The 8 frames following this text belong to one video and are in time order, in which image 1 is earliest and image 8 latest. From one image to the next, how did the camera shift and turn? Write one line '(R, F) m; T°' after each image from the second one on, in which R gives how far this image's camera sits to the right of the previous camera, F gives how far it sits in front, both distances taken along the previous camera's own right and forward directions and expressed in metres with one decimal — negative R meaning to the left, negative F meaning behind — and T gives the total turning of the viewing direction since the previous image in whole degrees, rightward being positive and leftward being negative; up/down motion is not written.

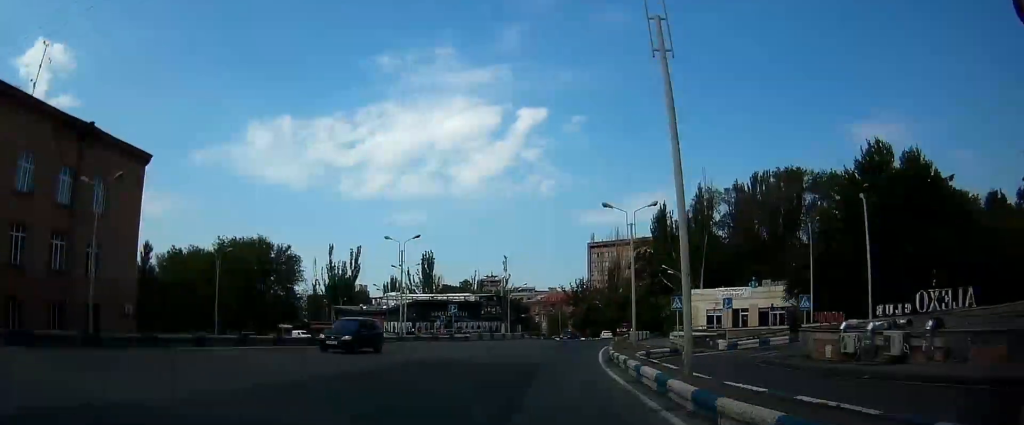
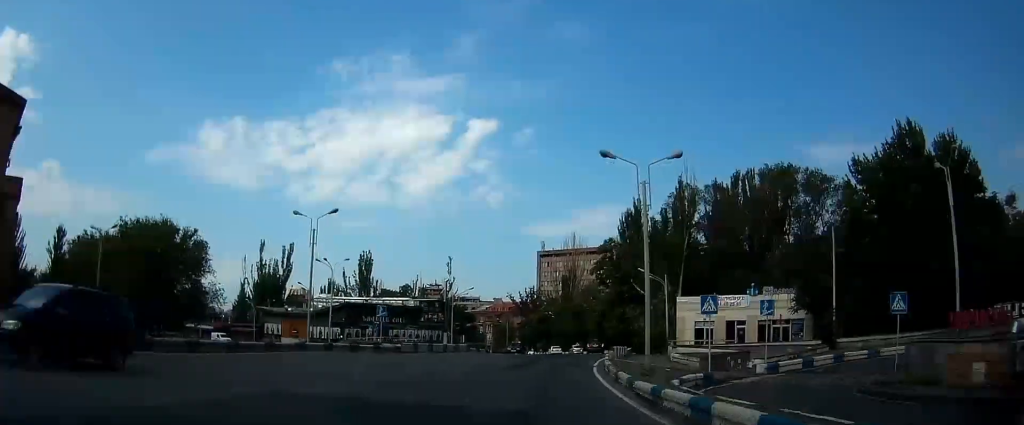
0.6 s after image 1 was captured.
(+0.3, +11.8) m; +4°
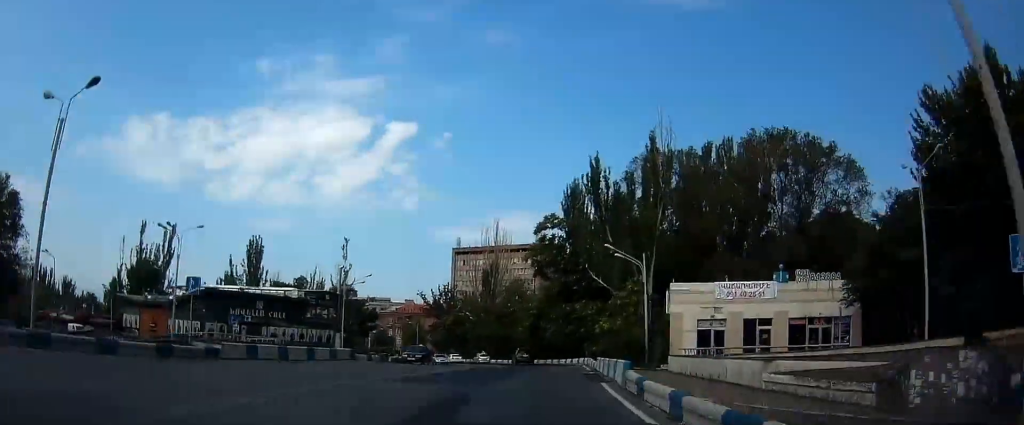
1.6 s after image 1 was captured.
(+1.1, +18.2) m; +6°
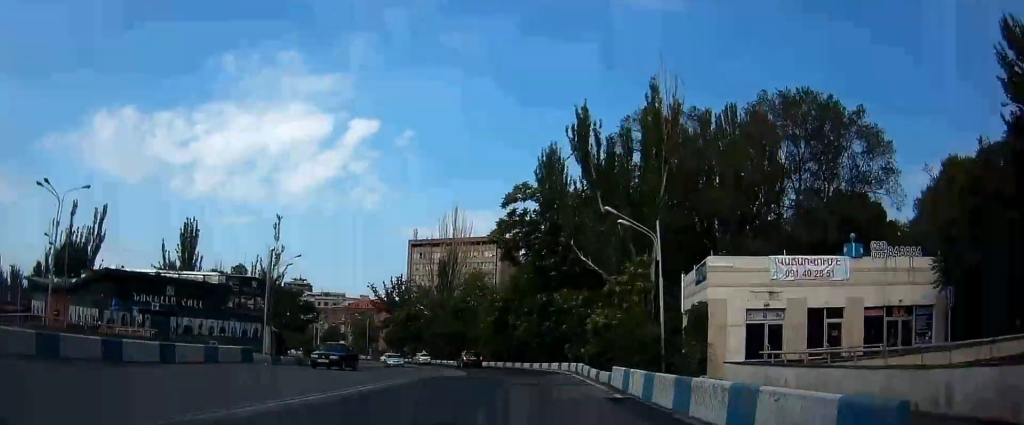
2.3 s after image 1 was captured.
(+0.4, +11.5) m; +5°
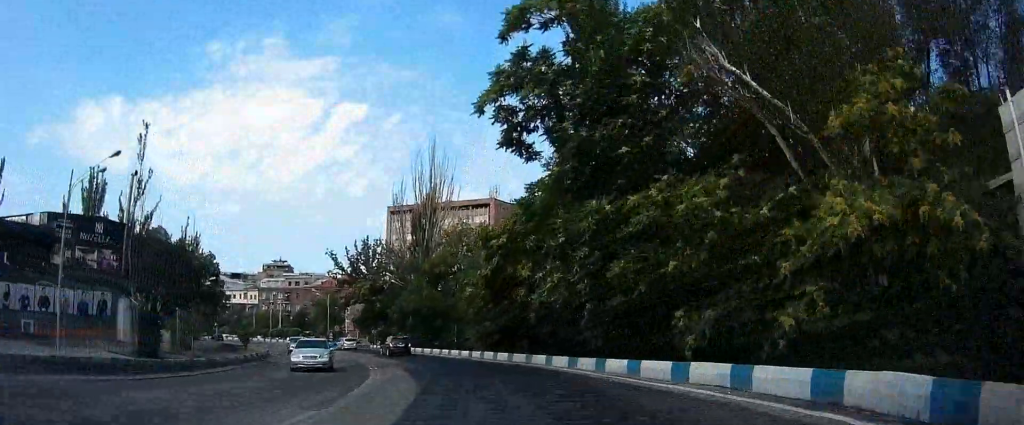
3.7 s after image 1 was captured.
(+2.5, +24.9) m; +9°
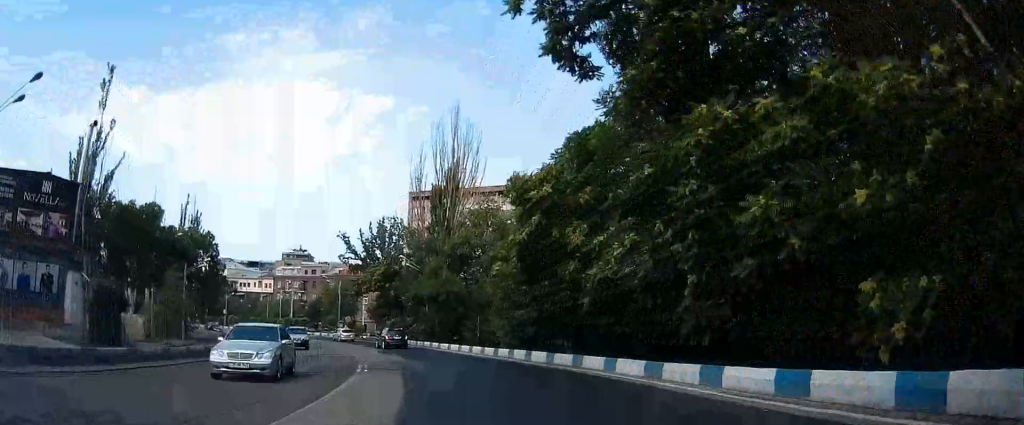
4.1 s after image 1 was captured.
(+0.1, +7.6) m; 0°
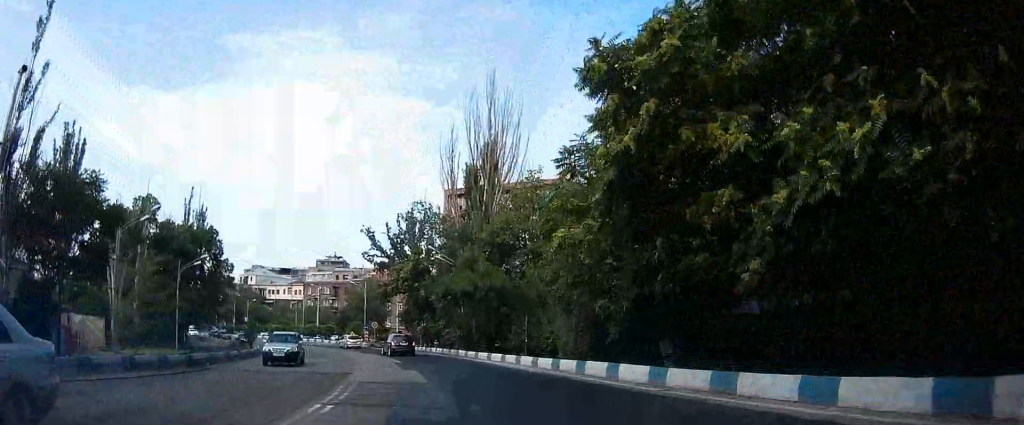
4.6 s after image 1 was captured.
(+0.1, +9.2) m; -1°
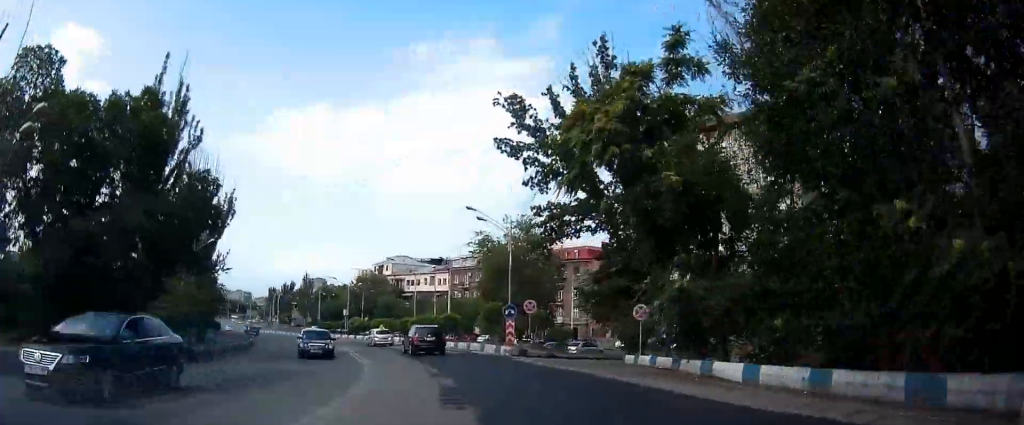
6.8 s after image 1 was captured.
(-2.5, +38.7) m; -12°
